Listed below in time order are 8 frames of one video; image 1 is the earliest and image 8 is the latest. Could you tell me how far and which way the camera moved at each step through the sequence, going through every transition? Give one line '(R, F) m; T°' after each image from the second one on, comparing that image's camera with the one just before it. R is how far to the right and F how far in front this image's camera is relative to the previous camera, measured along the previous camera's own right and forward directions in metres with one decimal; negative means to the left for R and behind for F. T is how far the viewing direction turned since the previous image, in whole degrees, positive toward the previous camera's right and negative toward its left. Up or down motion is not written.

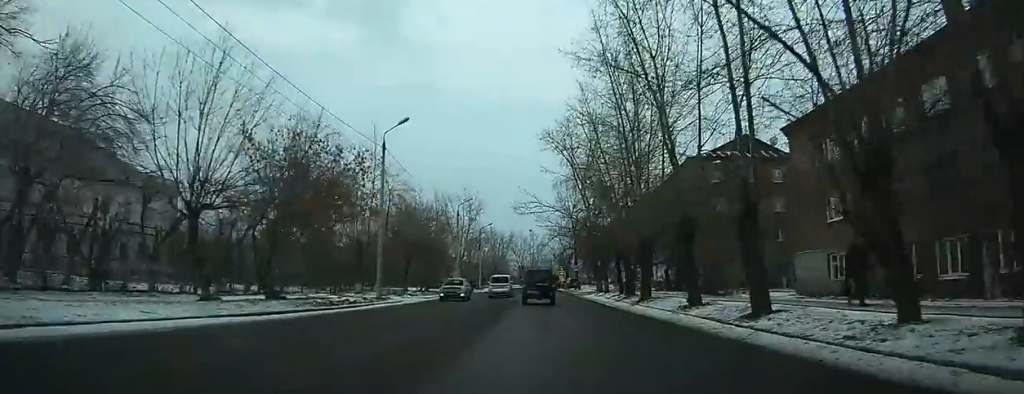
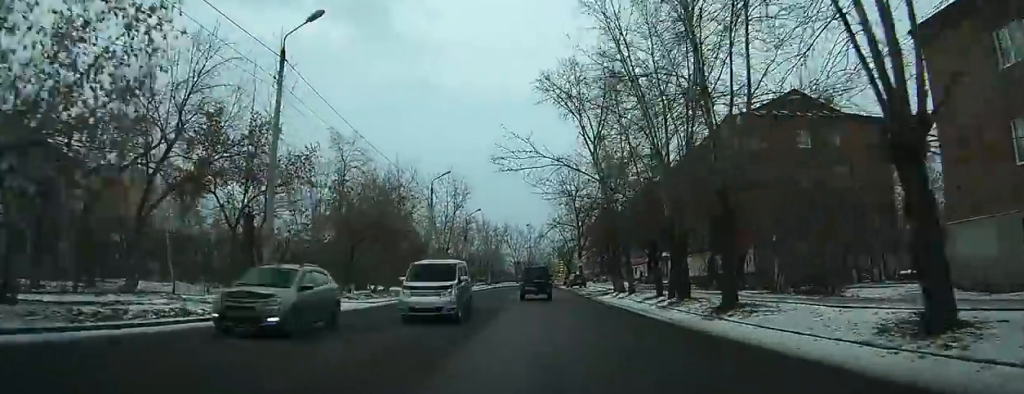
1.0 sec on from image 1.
(+0.1, +14.0) m; 0°
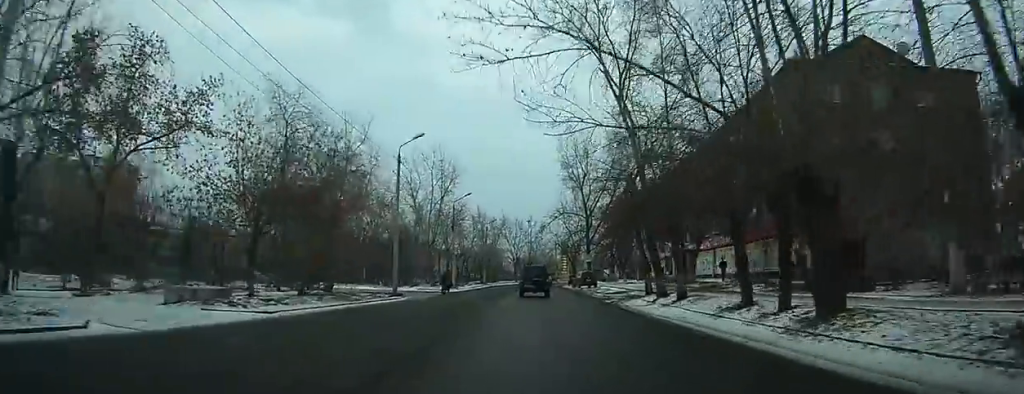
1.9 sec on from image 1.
(-0.1, +11.7) m; -1°
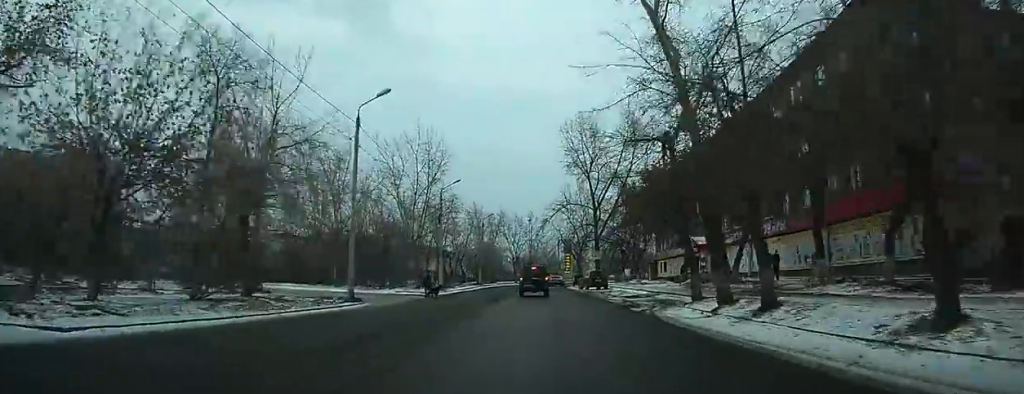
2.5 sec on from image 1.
(-0.1, +8.5) m; -1°
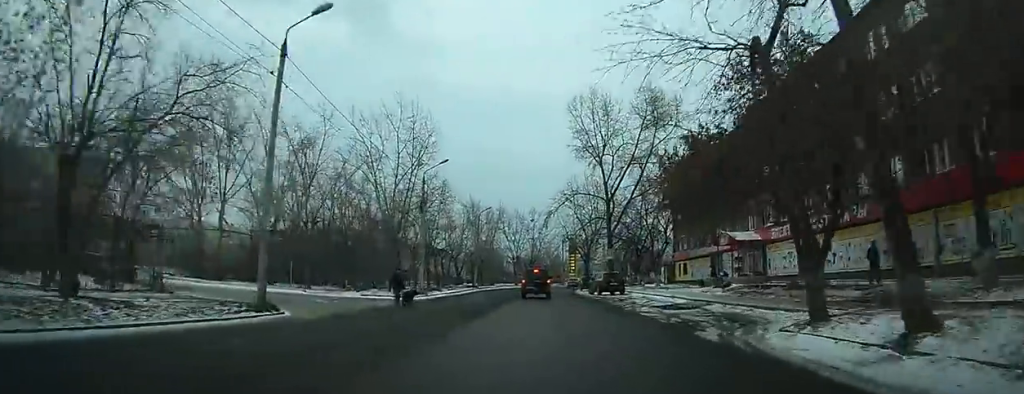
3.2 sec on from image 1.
(-0.1, +8.9) m; 0°
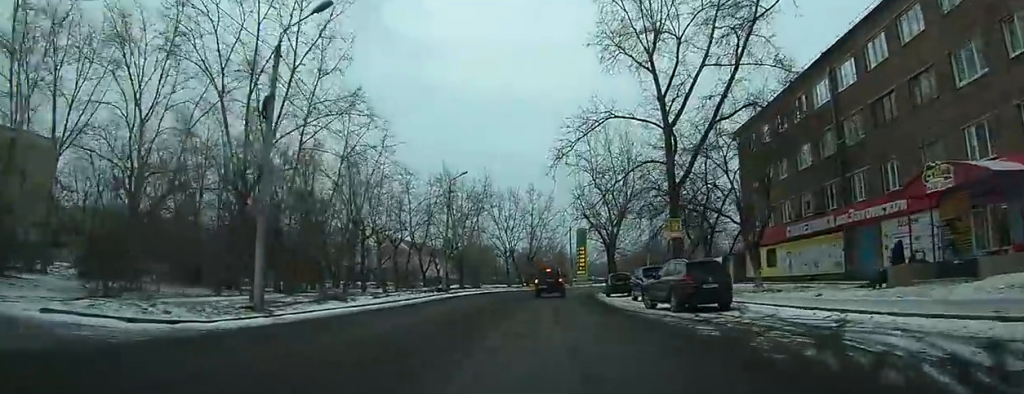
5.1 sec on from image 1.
(+0.3, +24.8) m; +2°
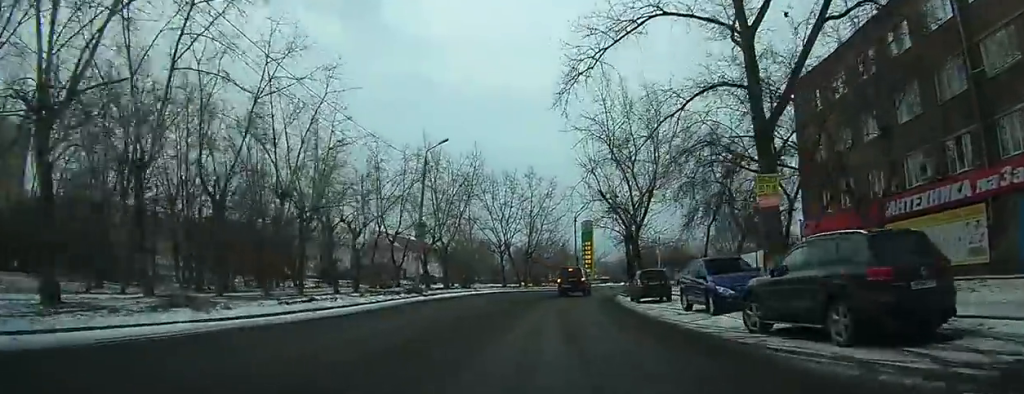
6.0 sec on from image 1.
(+0.1, +11.4) m; +1°
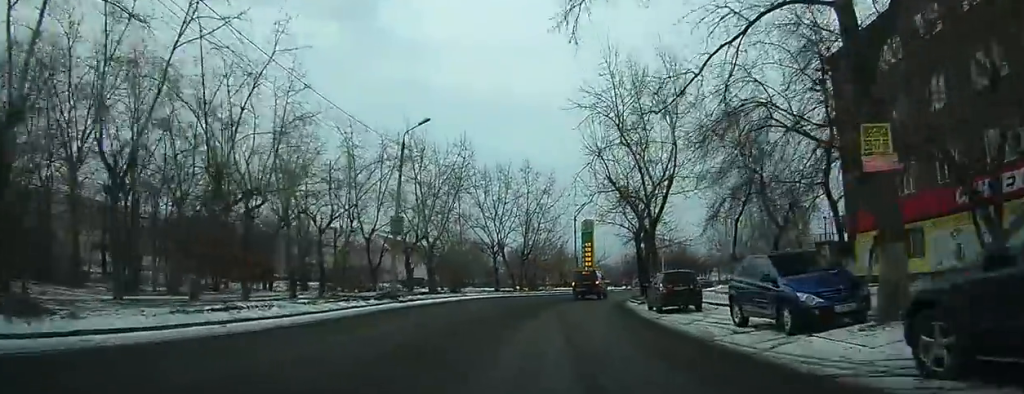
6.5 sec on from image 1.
(0.0, +5.8) m; +1°
